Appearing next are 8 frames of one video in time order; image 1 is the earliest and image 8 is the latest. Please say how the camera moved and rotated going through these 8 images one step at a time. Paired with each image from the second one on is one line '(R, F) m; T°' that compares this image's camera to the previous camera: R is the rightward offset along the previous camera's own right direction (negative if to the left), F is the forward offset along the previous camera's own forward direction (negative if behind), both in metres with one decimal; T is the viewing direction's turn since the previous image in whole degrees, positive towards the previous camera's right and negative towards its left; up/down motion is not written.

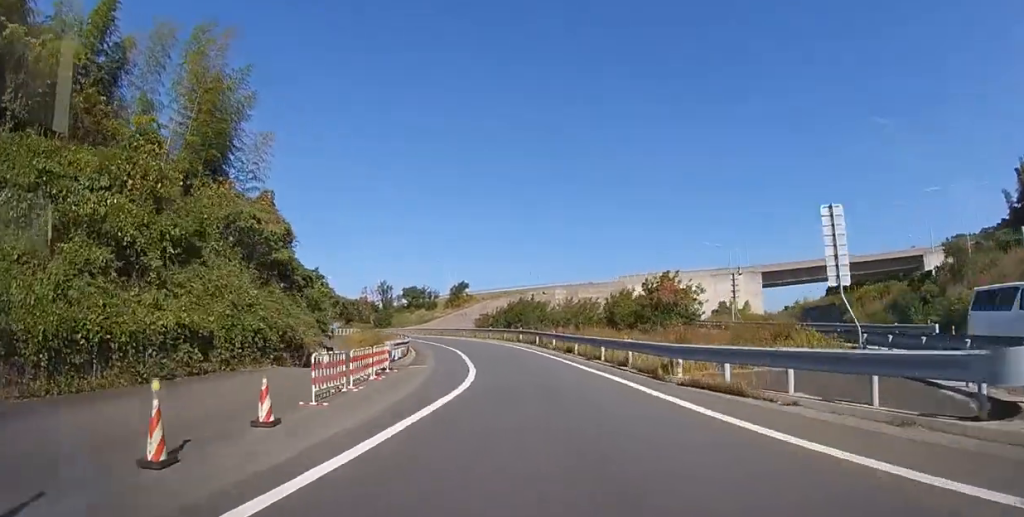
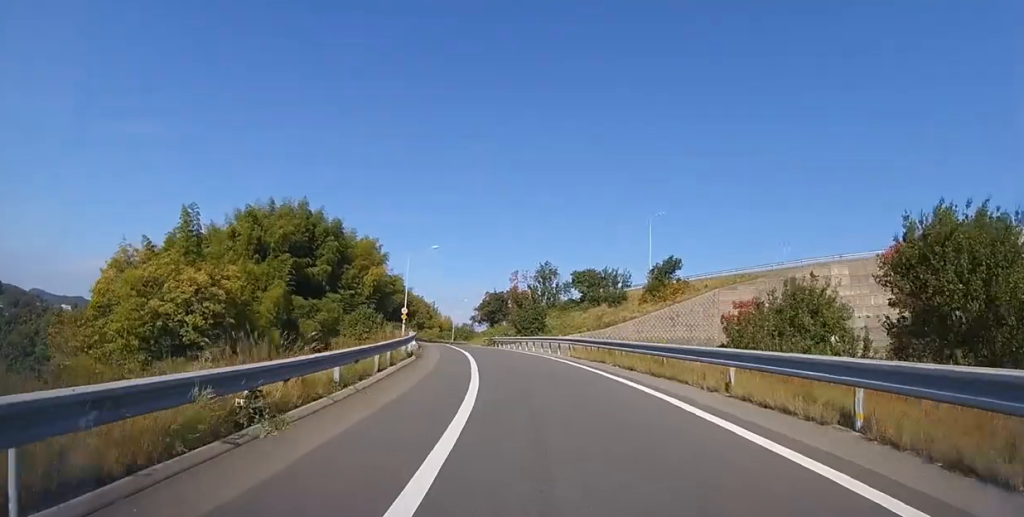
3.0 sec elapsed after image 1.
(-6.7, +39.3) m; -21°
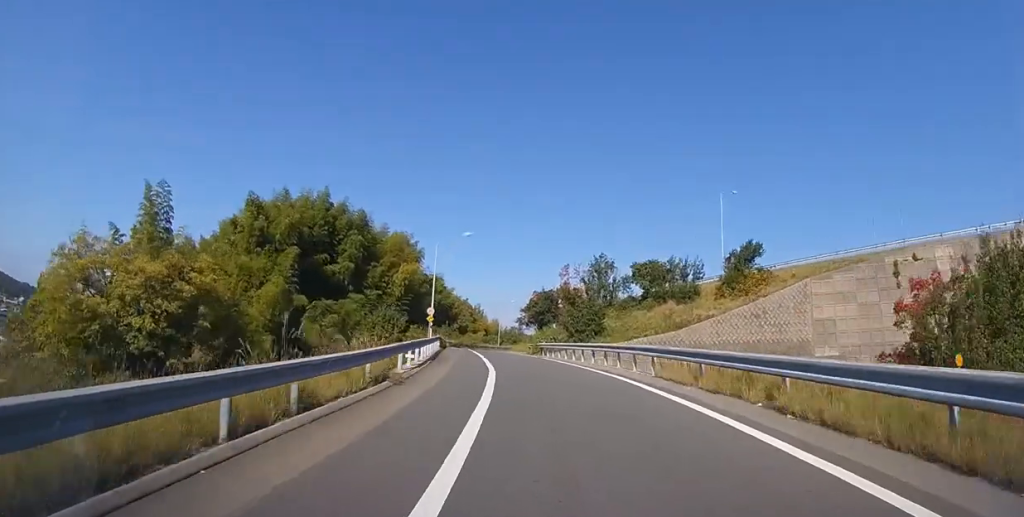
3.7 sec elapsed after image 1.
(-0.4, +9.0) m; -4°
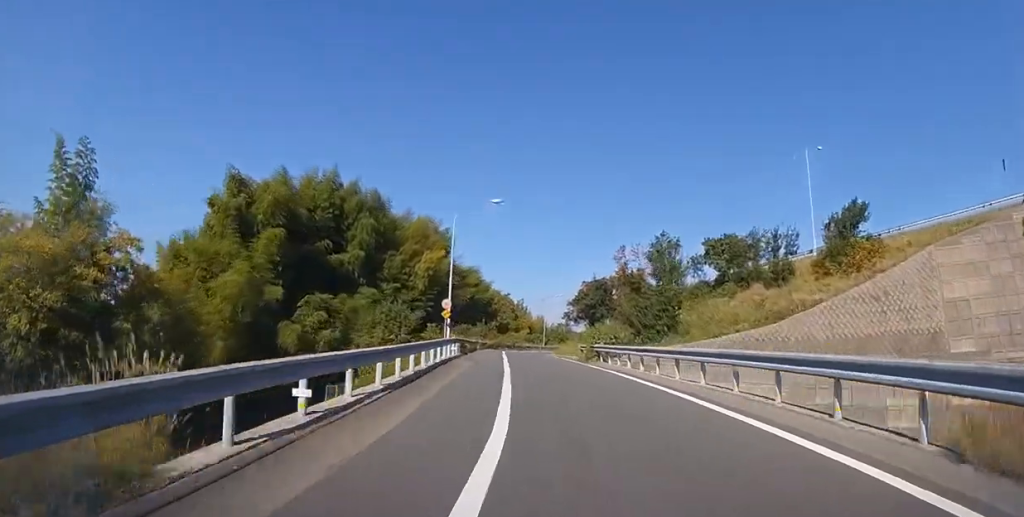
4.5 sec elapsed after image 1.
(-0.5, +10.5) m; -4°
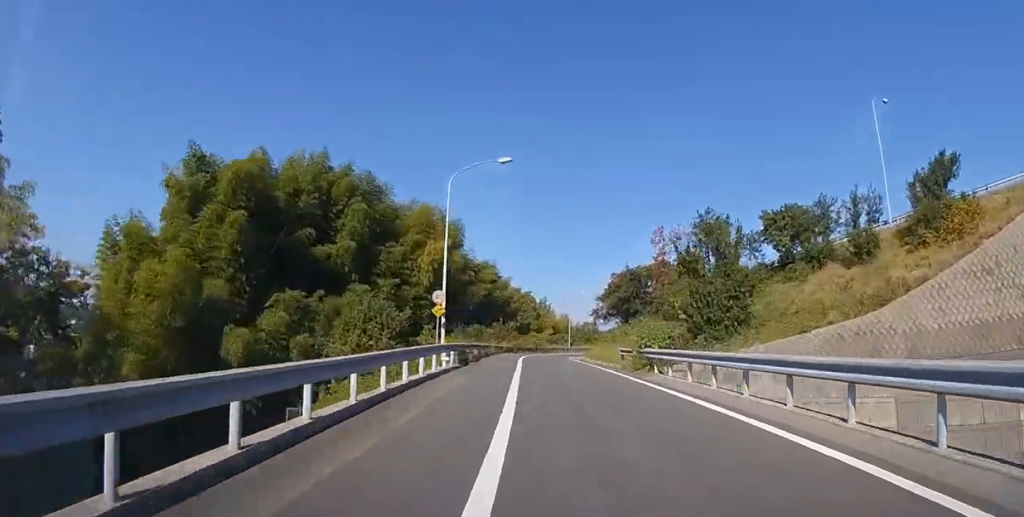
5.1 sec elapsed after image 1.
(+0.1, +8.2) m; -5°
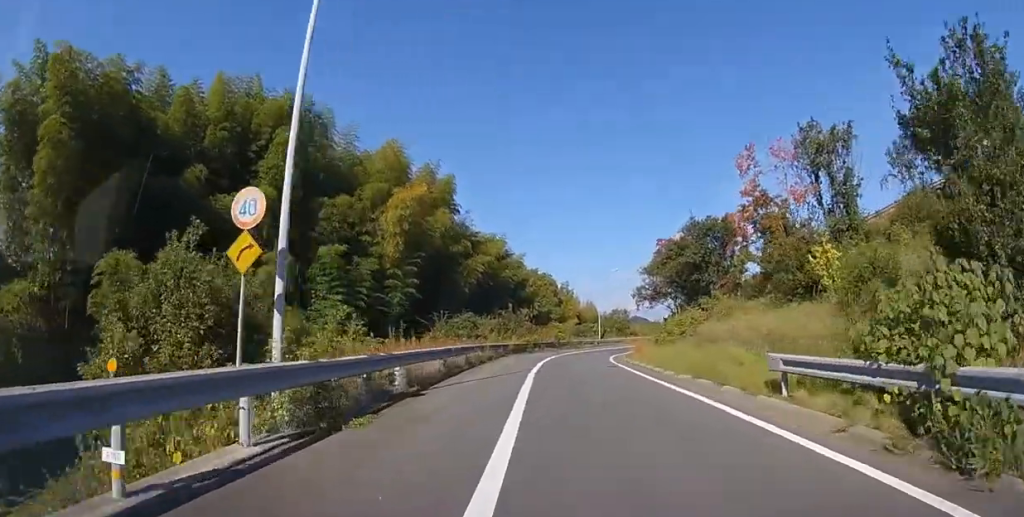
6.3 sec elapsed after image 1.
(-1.8, +16.4) m; -8°
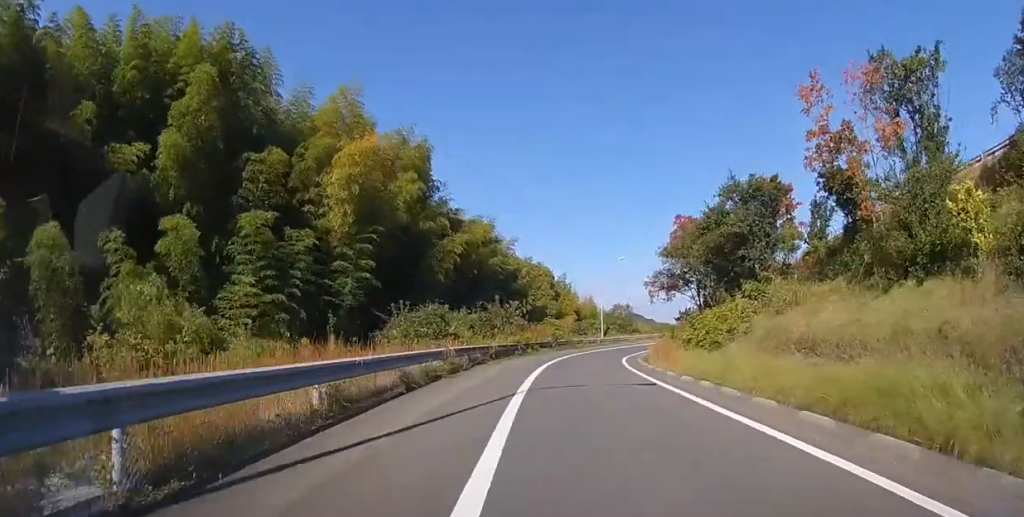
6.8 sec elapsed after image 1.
(0.0, +7.8) m; 0°
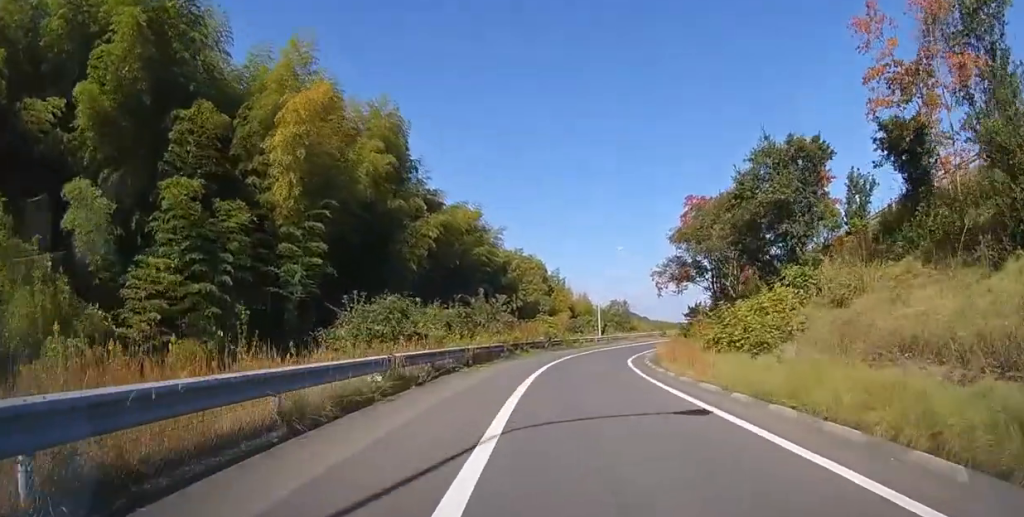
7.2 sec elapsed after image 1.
(+0.1, +5.5) m; +1°
